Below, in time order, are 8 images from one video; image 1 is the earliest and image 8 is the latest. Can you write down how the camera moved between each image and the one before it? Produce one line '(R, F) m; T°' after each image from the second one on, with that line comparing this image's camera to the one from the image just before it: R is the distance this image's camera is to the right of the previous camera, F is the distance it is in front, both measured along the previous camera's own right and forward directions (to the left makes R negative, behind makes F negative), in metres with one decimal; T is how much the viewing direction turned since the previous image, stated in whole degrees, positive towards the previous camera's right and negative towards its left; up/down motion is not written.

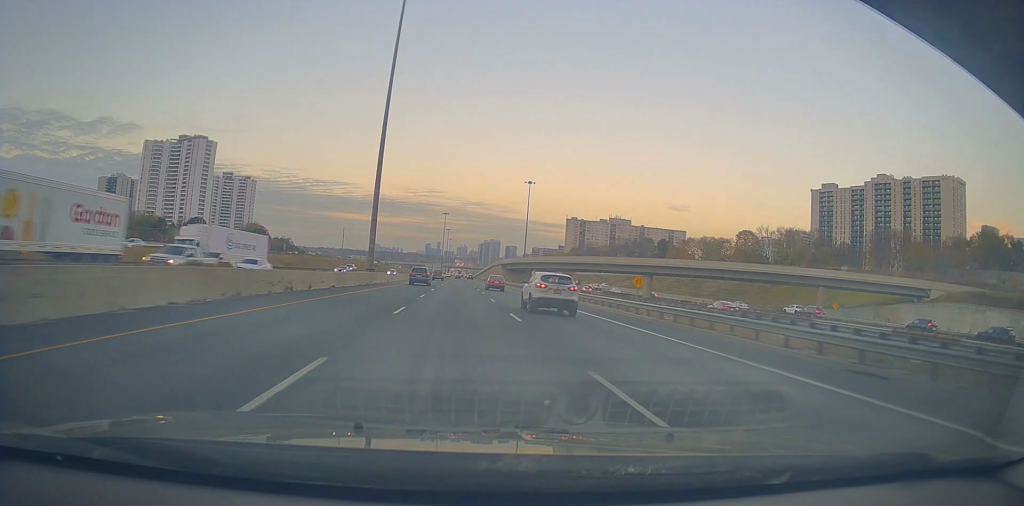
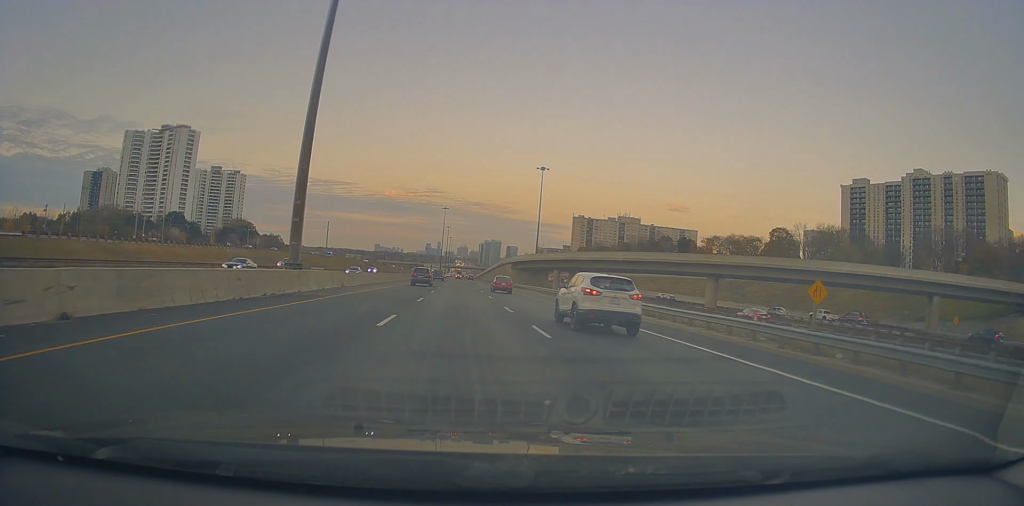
(+0.3, +27.9) m; 0°
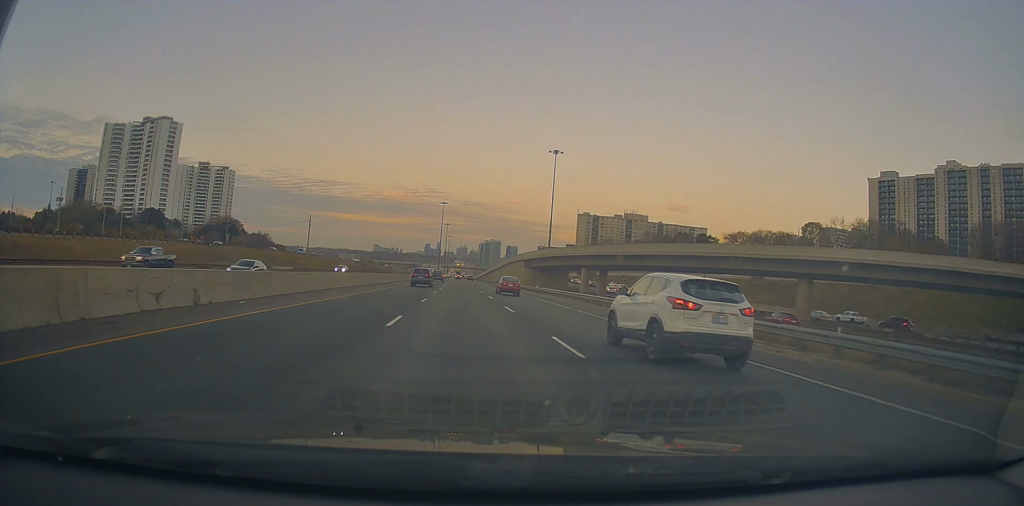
(-0.1, +23.7) m; 0°
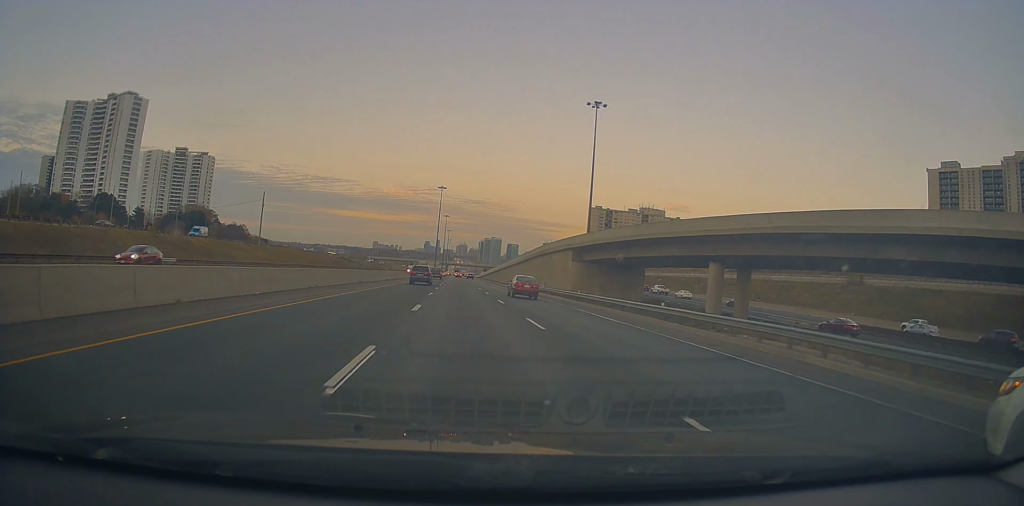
(-0.4, +43.4) m; 0°
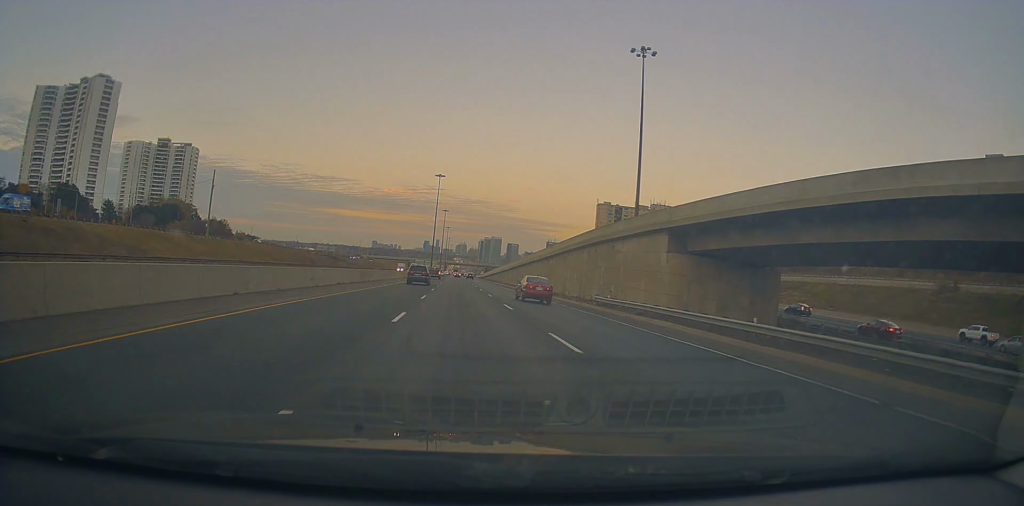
(+0.2, +28.6) m; 0°
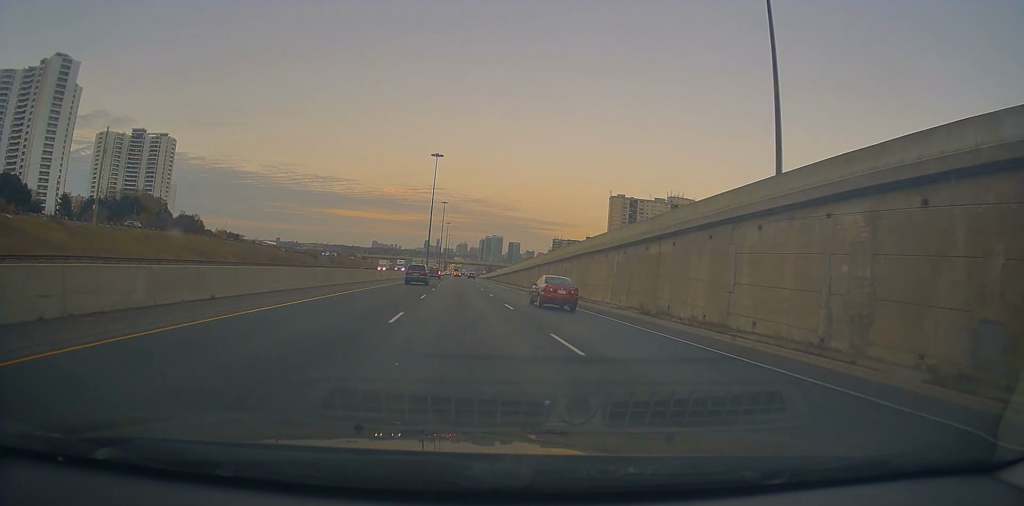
(-0.1, +36.2) m; 0°
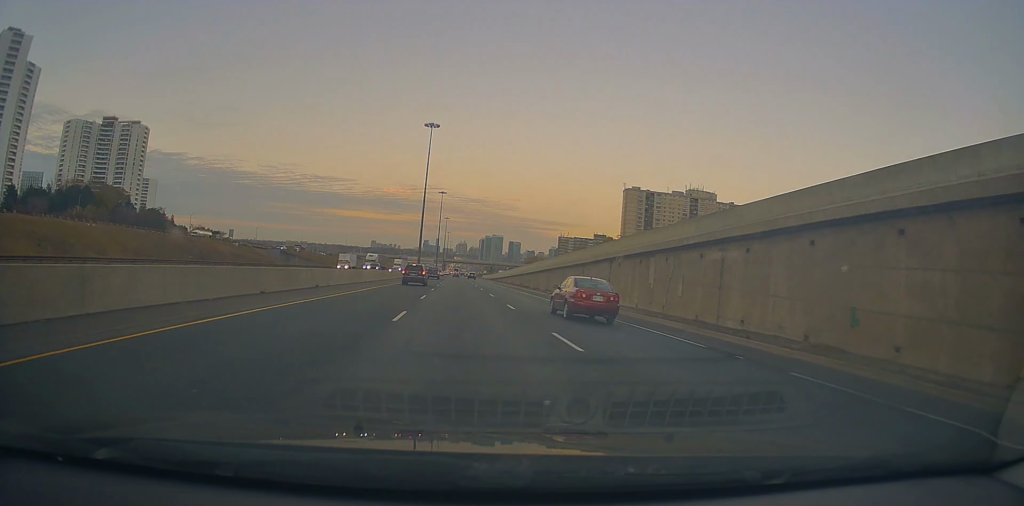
(+0.1, +35.7) m; 0°
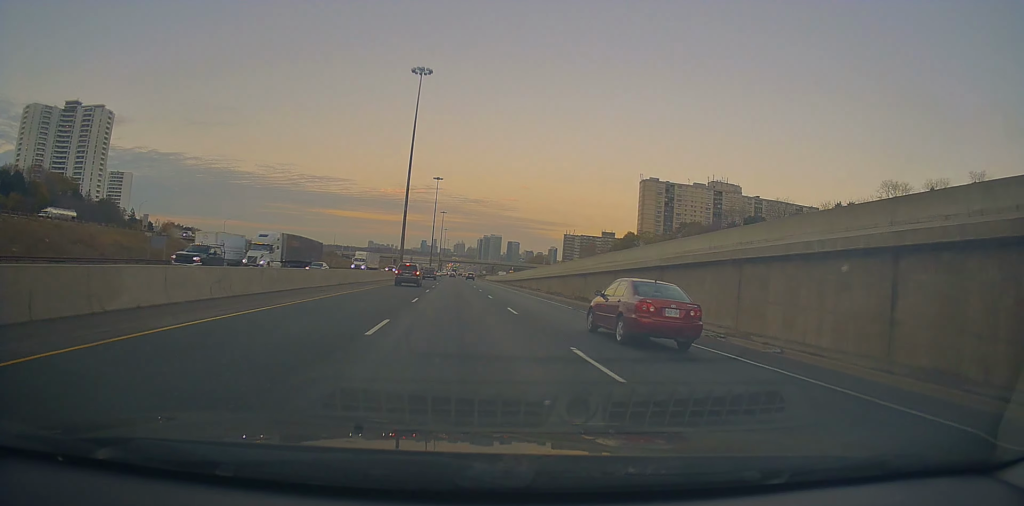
(-0.3, +38.6) m; 0°
